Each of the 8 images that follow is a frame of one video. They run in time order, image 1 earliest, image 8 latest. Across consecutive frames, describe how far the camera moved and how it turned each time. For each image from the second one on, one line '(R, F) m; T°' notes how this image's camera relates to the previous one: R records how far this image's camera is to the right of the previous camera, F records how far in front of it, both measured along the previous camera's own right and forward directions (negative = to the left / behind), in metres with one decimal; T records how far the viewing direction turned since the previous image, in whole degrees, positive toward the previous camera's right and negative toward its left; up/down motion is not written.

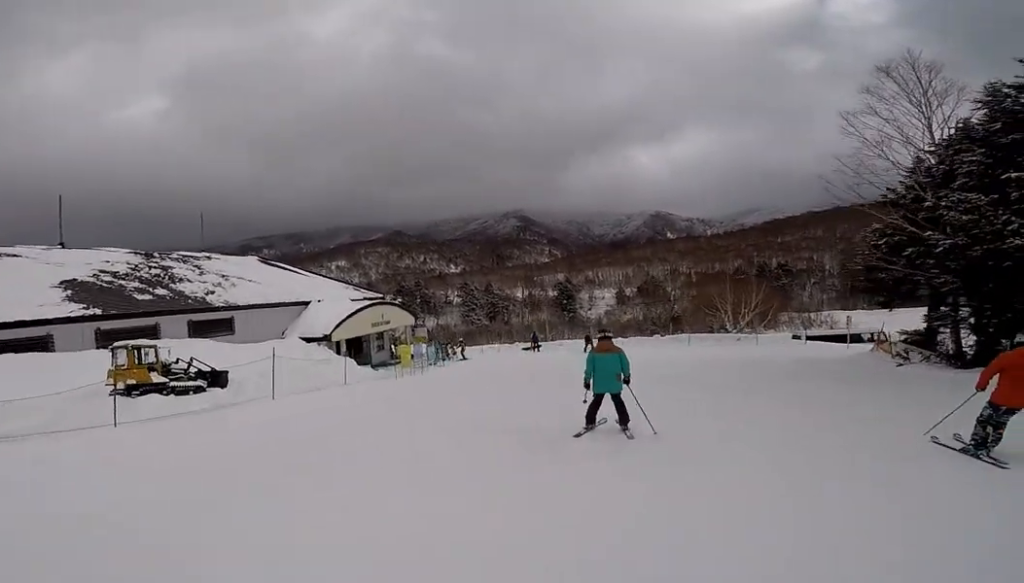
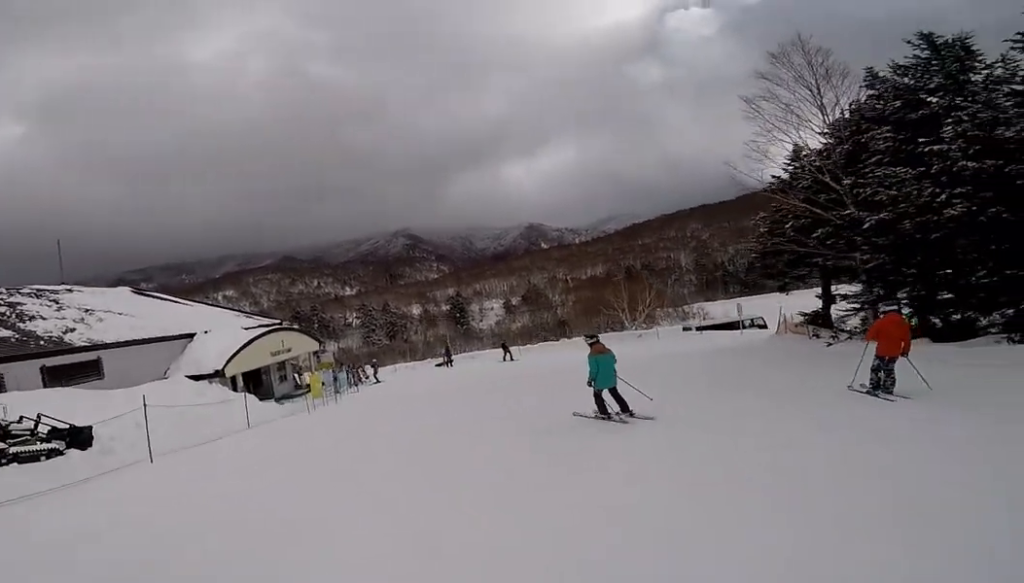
(0.0, +2.5) m; +2°
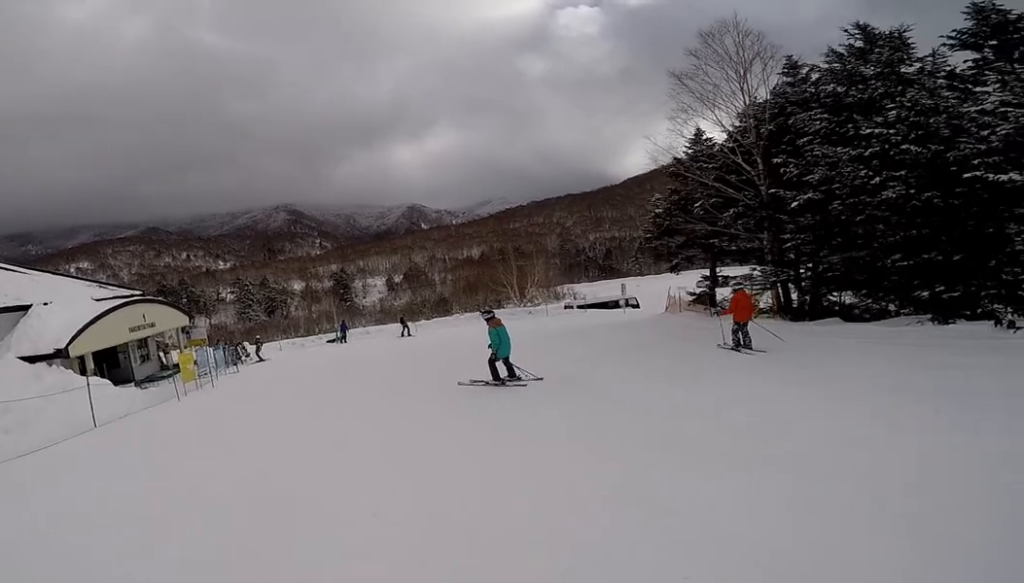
(+0.1, +2.3) m; +4°
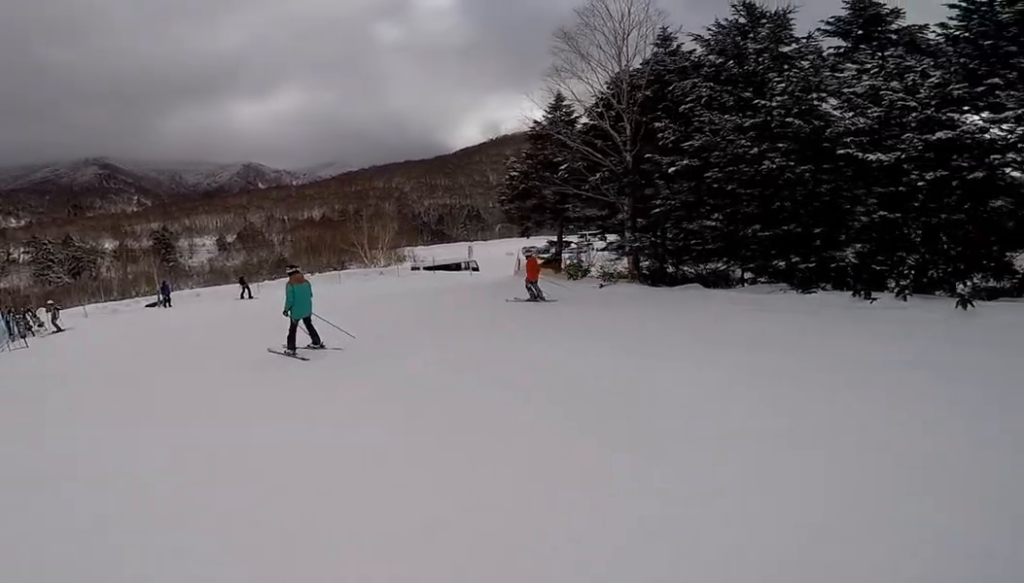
(0.0, +2.2) m; +3°
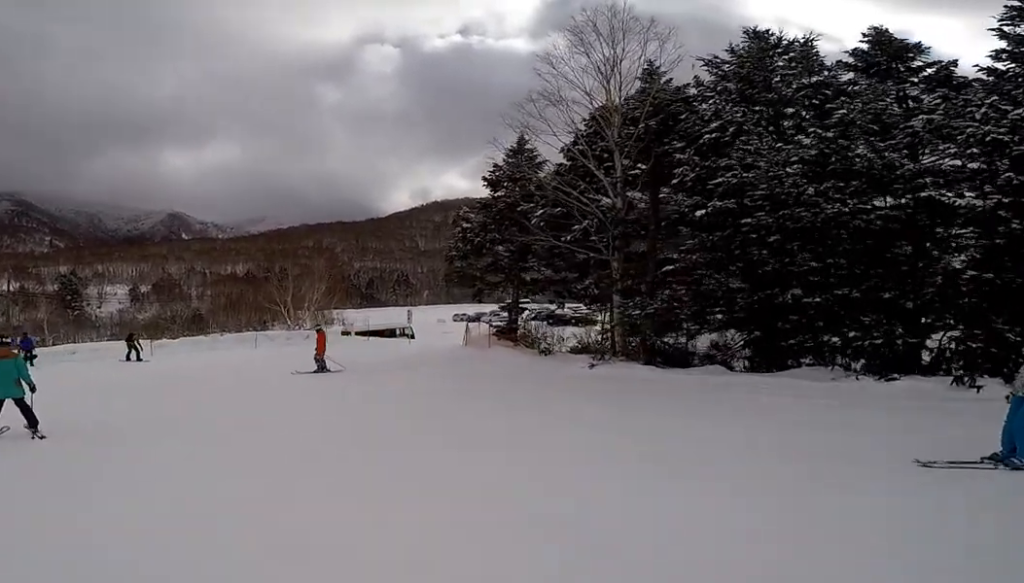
(+0.2, +4.1) m; -2°
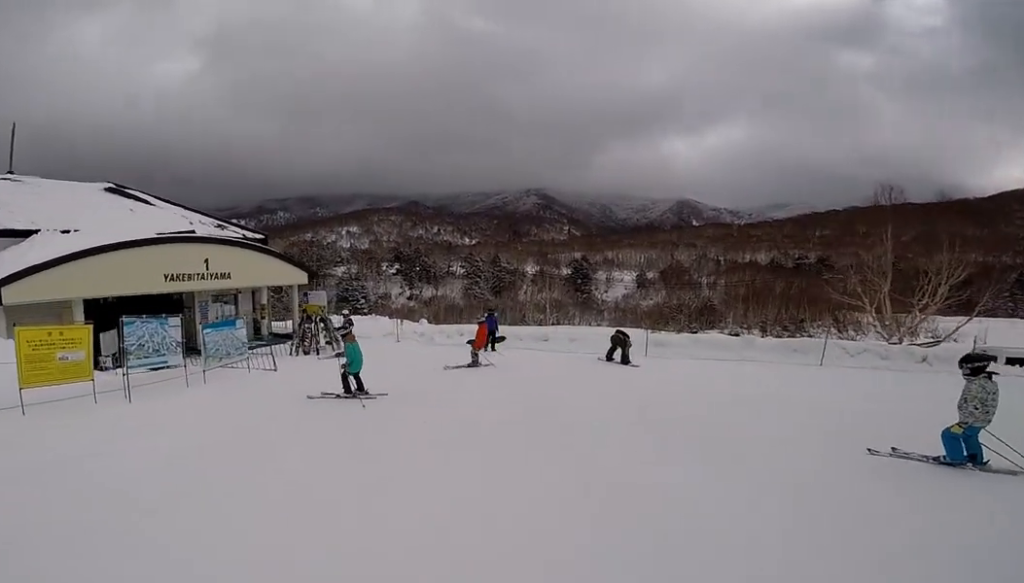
(-1.5, +6.9) m; -26°
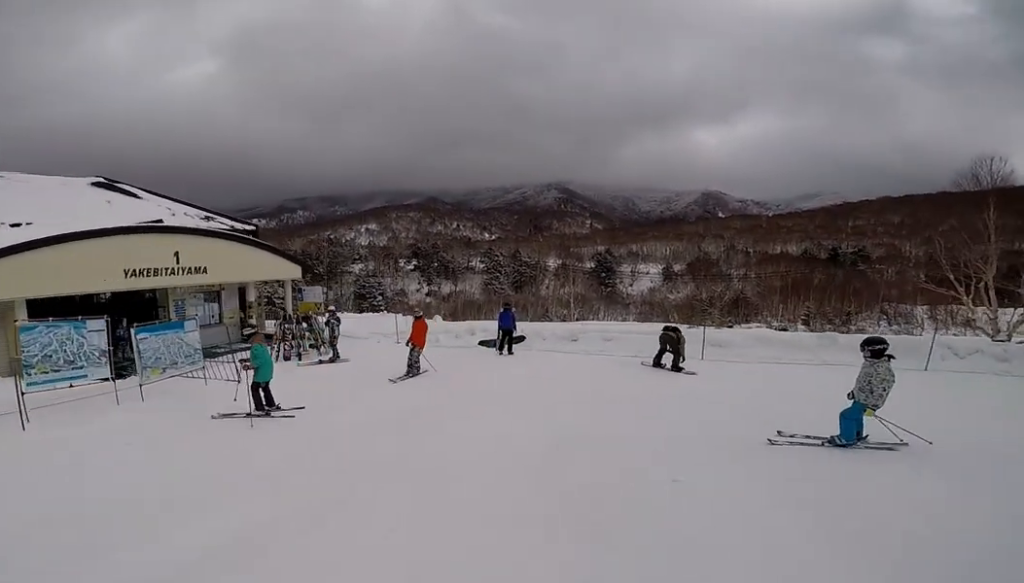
(-0.2, +1.9) m; -11°
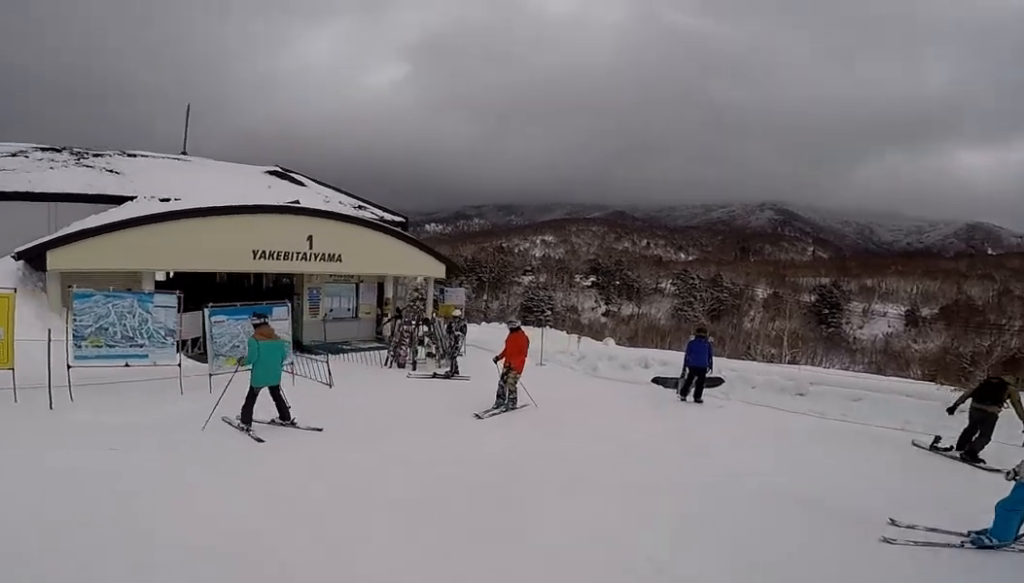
(-0.1, +1.5) m; -10°
